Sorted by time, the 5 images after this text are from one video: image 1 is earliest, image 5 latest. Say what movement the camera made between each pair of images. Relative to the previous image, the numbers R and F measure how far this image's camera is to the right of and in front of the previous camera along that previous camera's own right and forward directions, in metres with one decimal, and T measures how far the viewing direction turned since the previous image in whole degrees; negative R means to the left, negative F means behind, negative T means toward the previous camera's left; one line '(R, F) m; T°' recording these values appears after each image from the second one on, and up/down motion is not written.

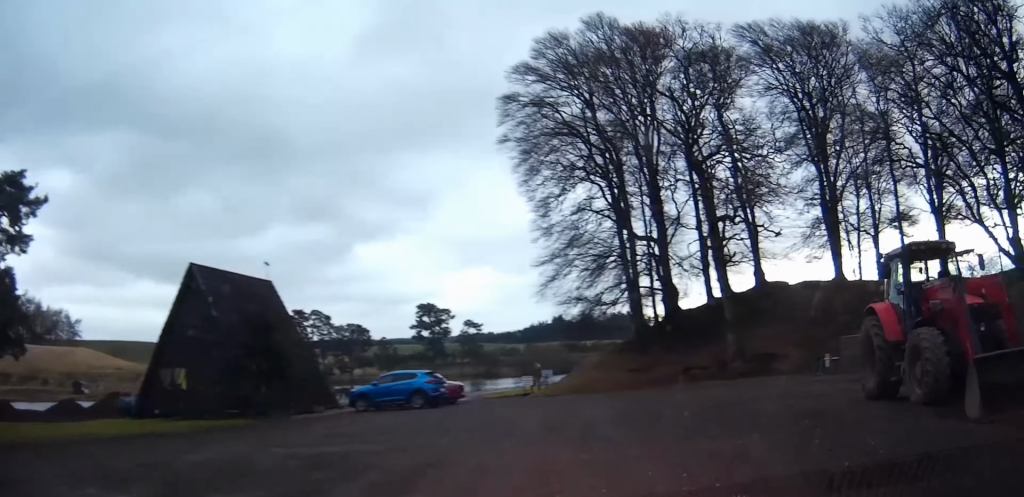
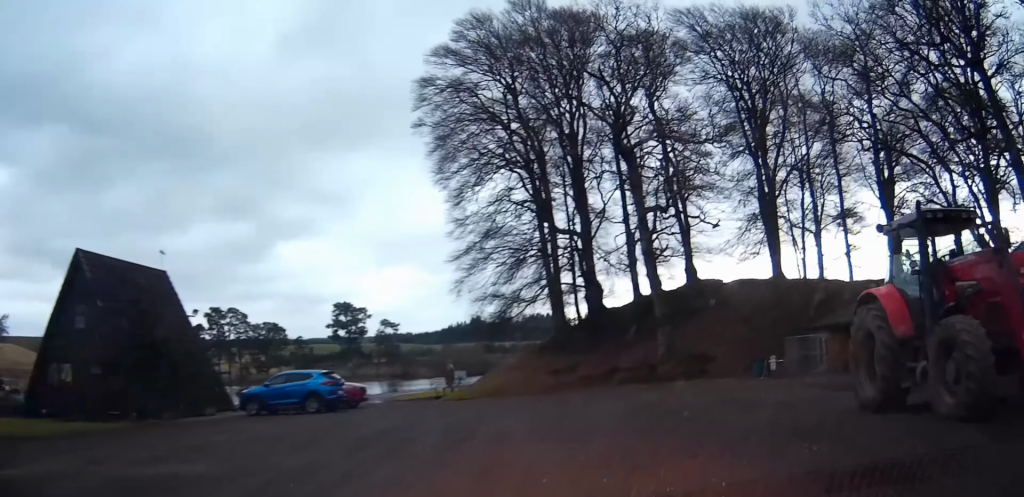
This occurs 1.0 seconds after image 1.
(0.0, +3.2) m; +3°
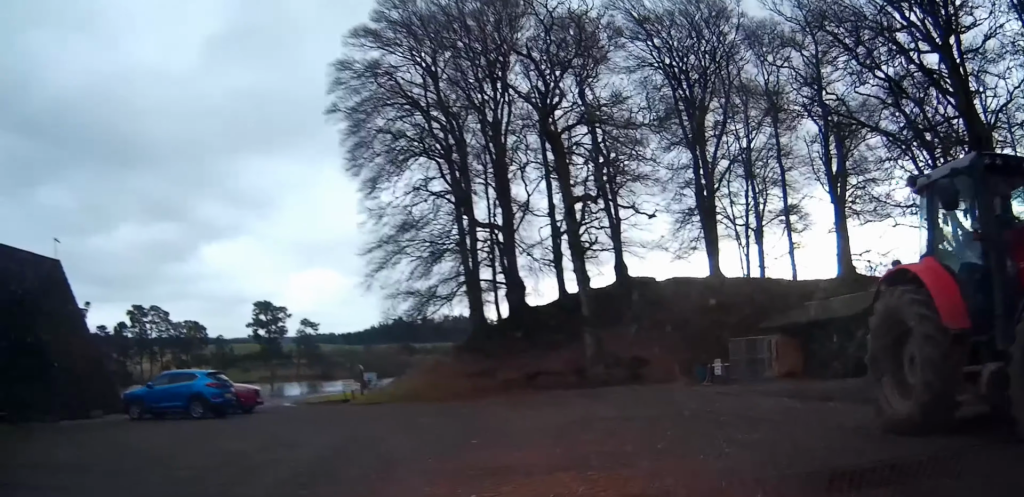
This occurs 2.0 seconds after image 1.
(+0.2, +3.5) m; +5°
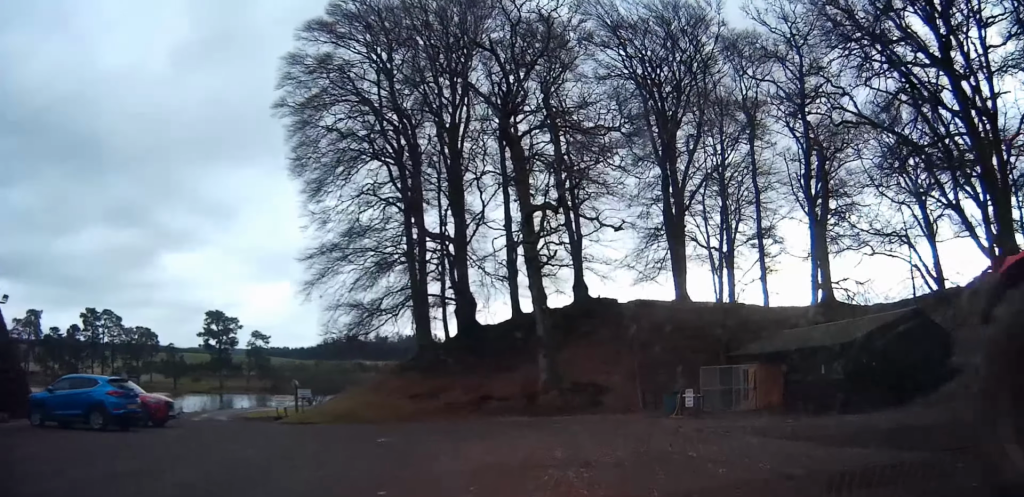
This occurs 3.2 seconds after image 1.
(+0.1, +3.5) m; +1°
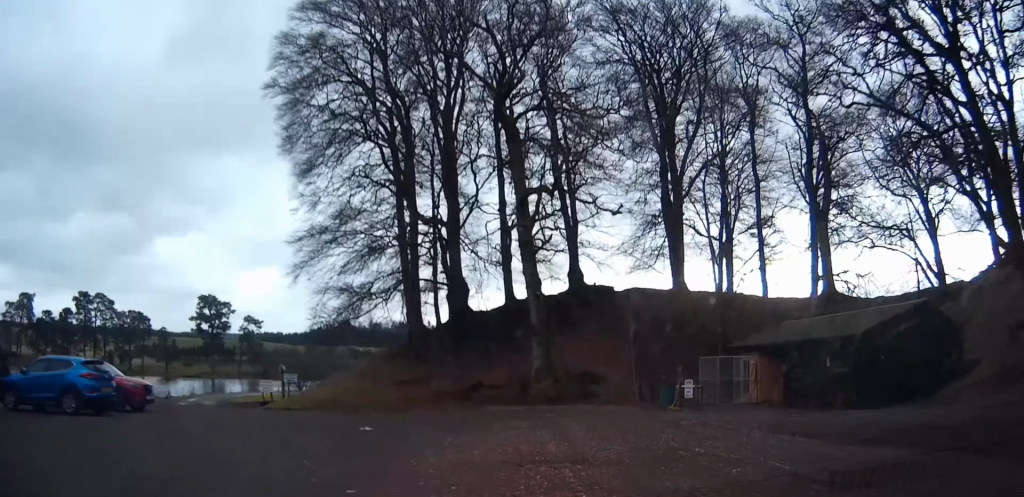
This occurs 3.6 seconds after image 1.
(0.0, +1.2) m; 0°
